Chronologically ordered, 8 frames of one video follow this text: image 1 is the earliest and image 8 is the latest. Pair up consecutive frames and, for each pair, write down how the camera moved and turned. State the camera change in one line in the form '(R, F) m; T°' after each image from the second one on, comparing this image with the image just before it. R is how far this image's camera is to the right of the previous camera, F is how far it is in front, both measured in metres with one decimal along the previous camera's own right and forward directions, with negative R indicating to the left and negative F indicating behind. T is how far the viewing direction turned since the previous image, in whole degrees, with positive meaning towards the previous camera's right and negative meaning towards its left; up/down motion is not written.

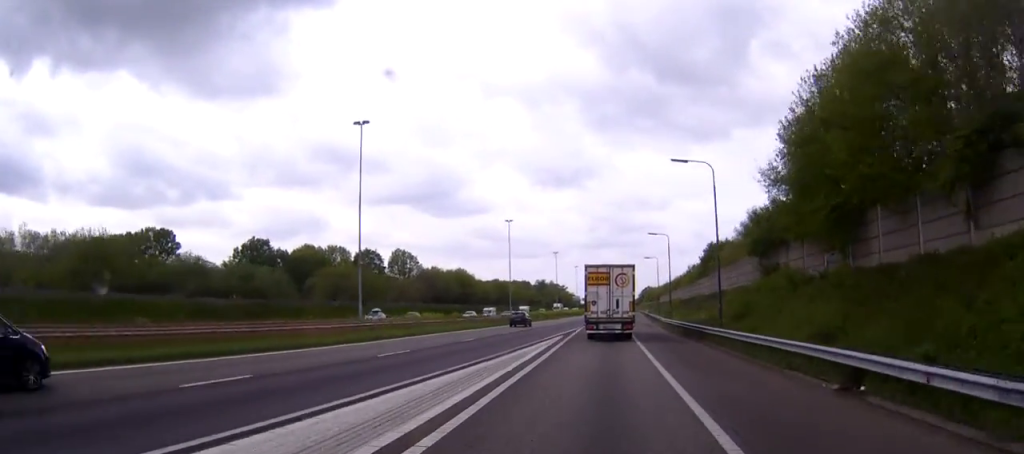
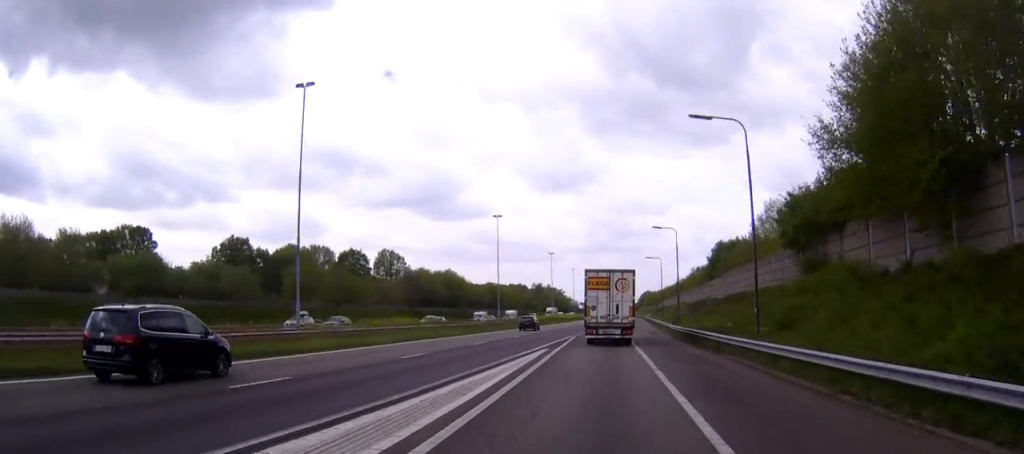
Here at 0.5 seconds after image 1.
(0.0, +10.7) m; 0°
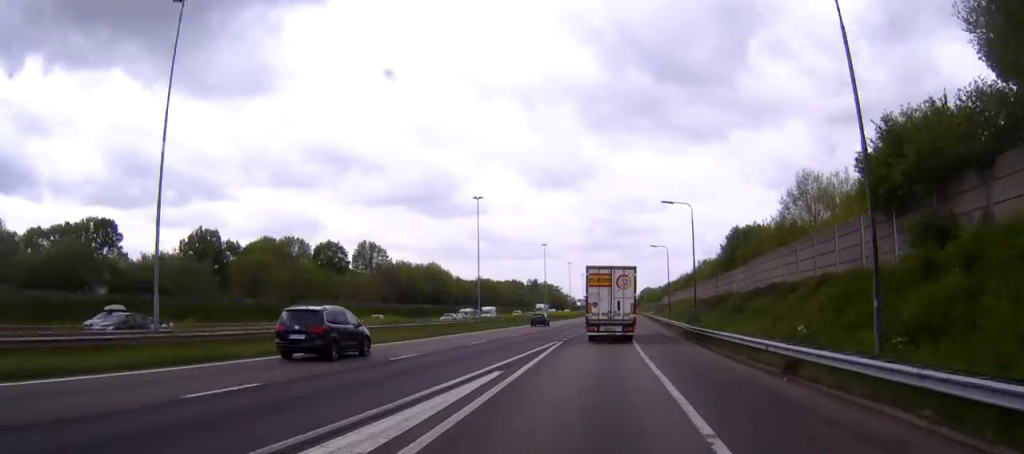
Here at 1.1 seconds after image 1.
(0.0, +14.5) m; 0°
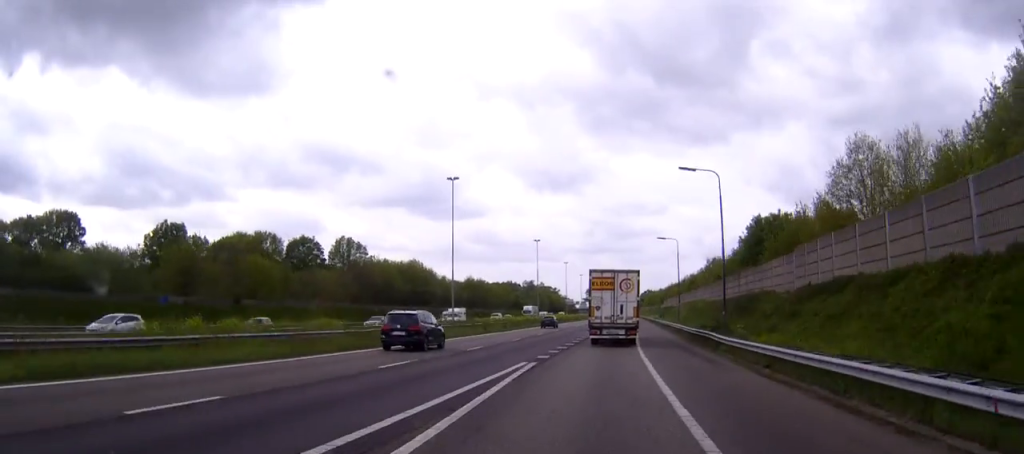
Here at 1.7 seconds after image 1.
(0.0, +14.5) m; 0°
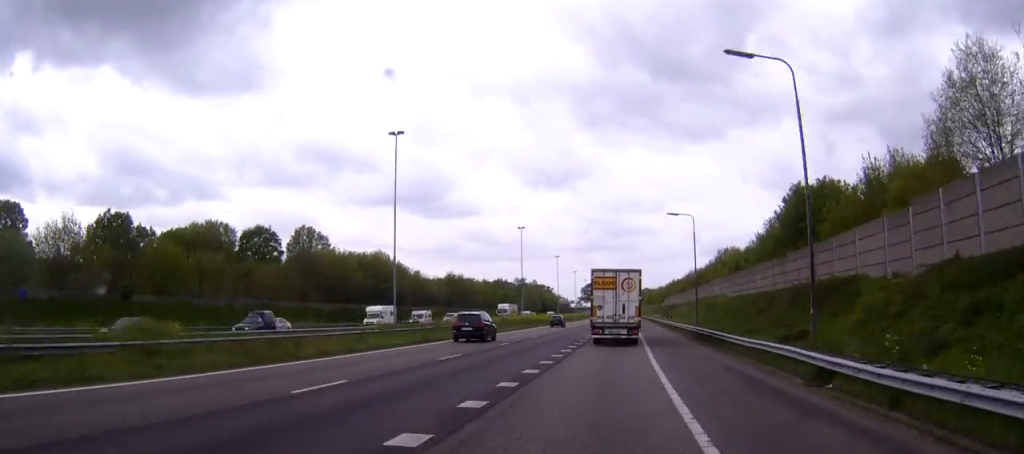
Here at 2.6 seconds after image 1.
(0.0, +19.0) m; 0°
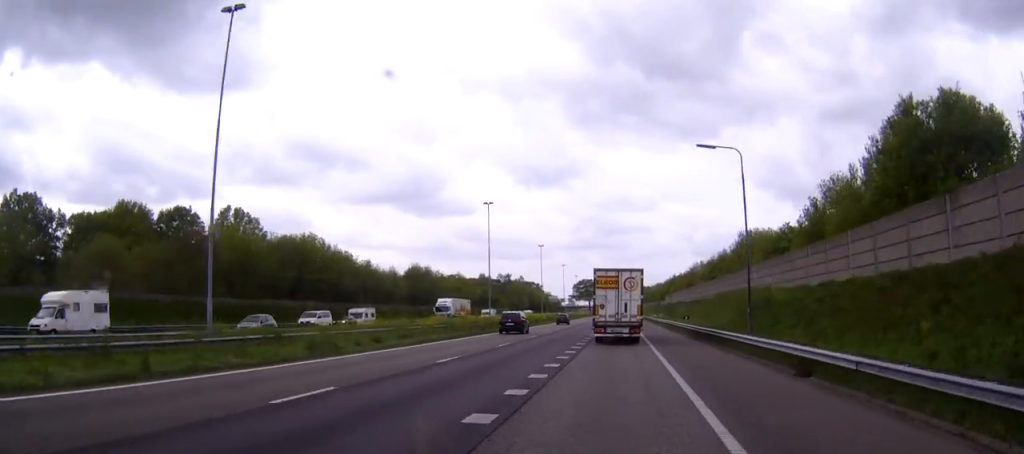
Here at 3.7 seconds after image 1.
(+0.2, +25.9) m; +1°
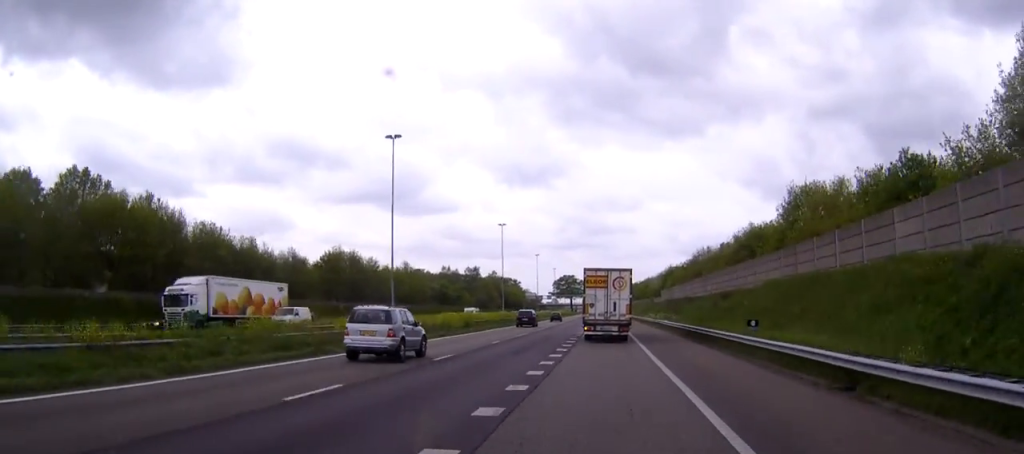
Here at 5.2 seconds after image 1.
(+0.2, +35.5) m; +1°
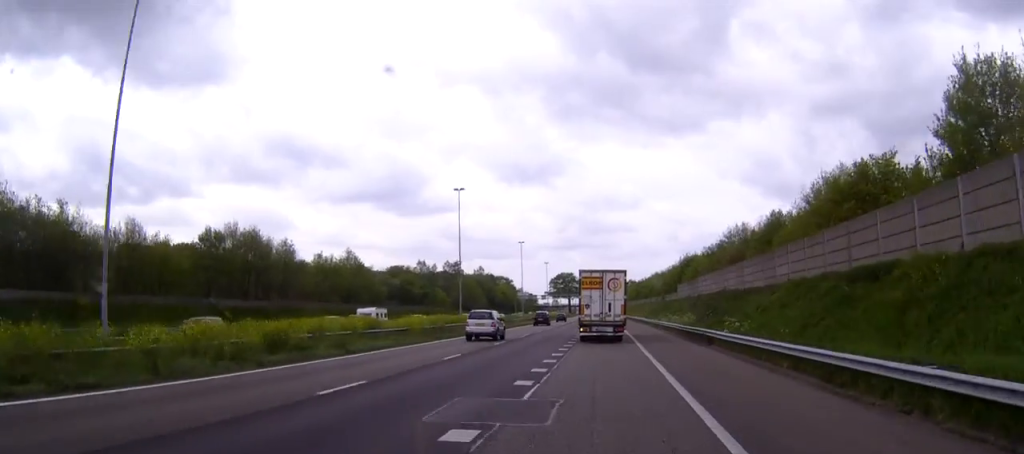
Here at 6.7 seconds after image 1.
(+0.1, +34.3) m; 0°
